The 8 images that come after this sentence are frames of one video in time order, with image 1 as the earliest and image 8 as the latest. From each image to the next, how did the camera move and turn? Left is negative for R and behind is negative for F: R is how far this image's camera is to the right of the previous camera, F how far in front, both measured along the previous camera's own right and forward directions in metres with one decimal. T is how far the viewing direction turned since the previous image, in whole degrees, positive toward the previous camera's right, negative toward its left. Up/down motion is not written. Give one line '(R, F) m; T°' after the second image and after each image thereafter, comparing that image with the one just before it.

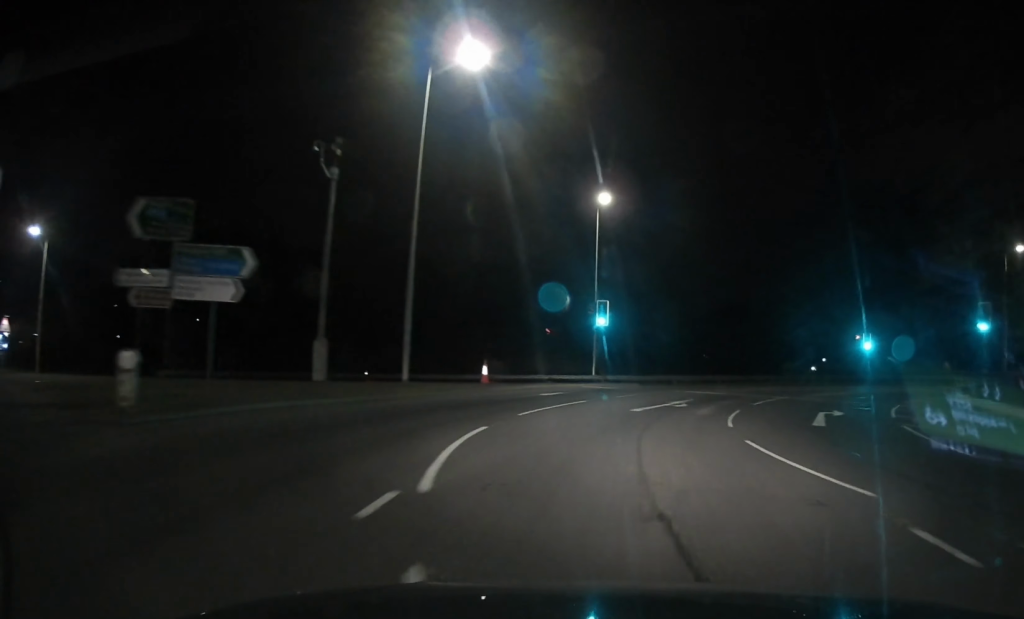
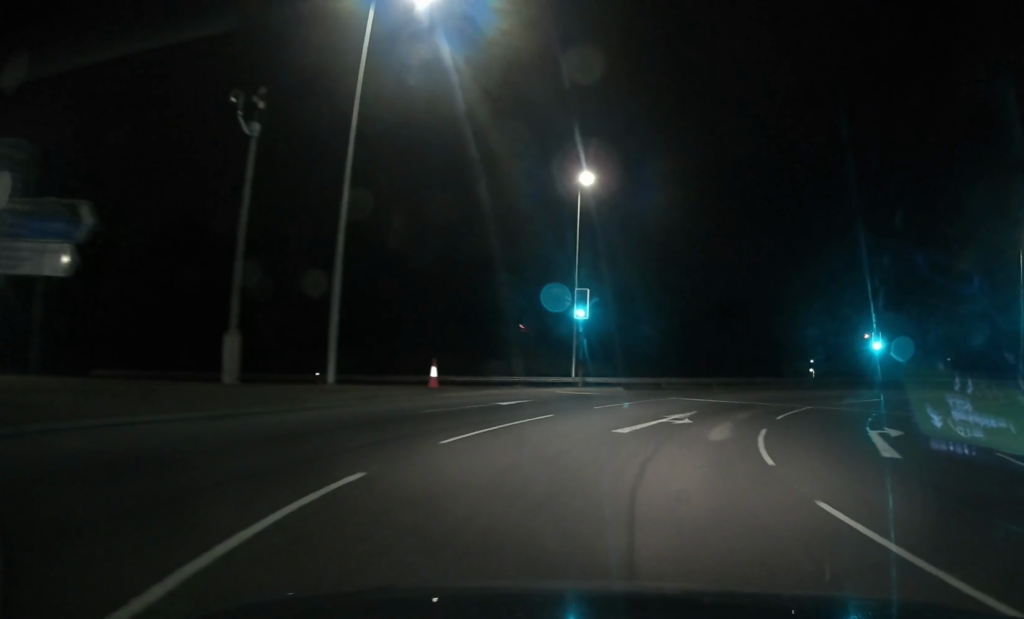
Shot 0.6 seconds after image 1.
(0.0, +5.6) m; +2°
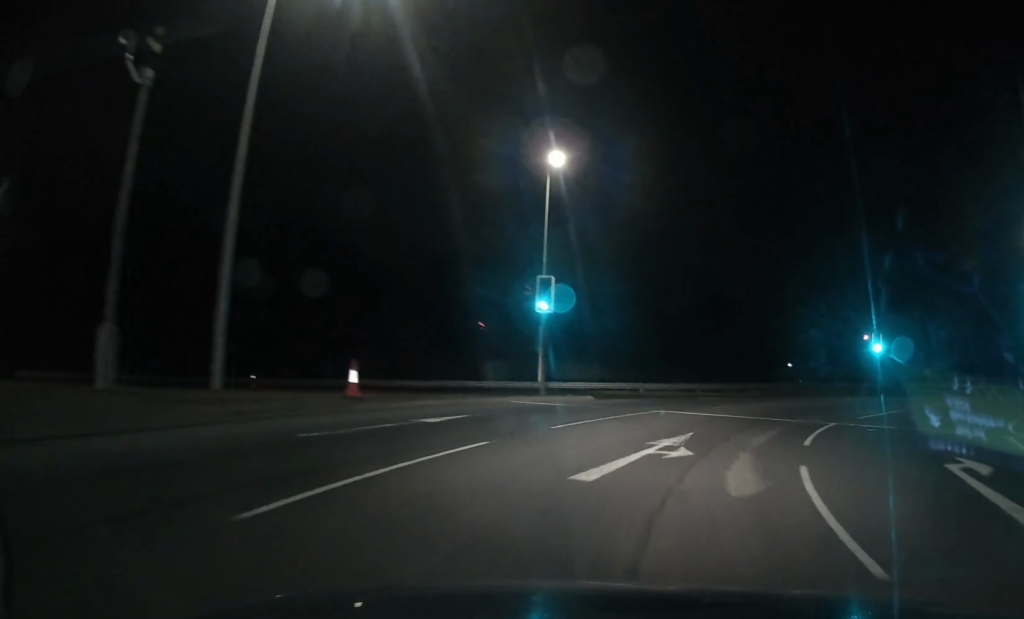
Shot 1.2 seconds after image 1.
(0.0, +5.3) m; +3°
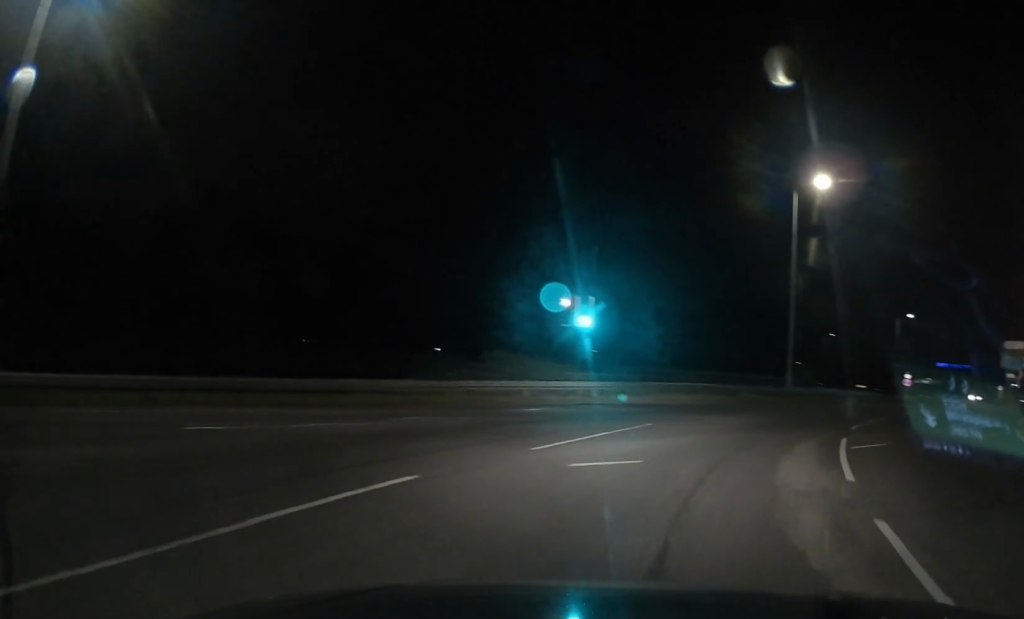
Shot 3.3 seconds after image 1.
(+4.0, +19.5) m; +26°
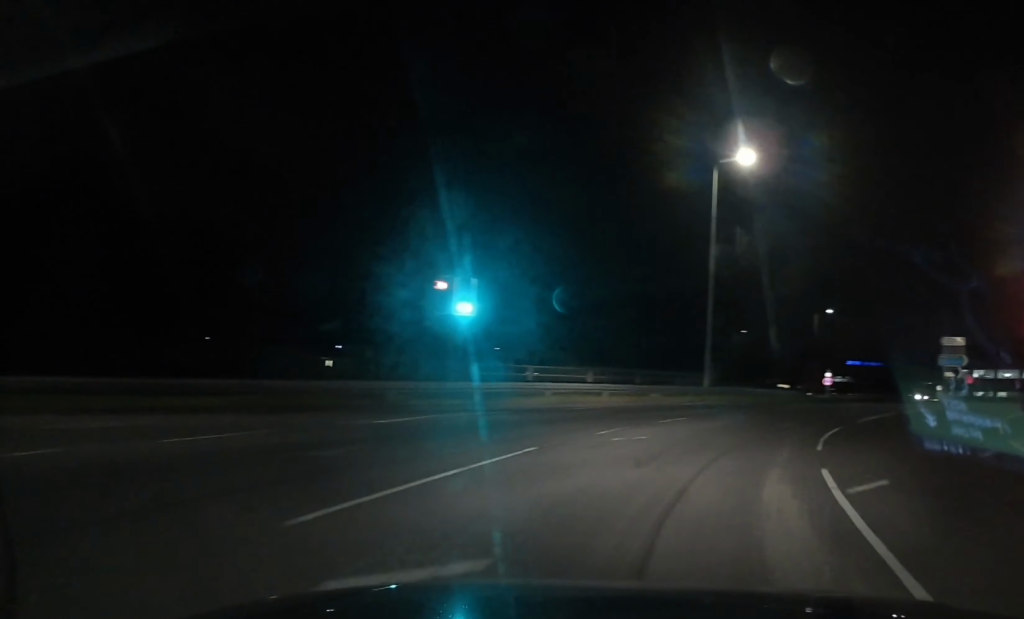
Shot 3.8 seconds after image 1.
(+0.5, +5.3) m; +6°
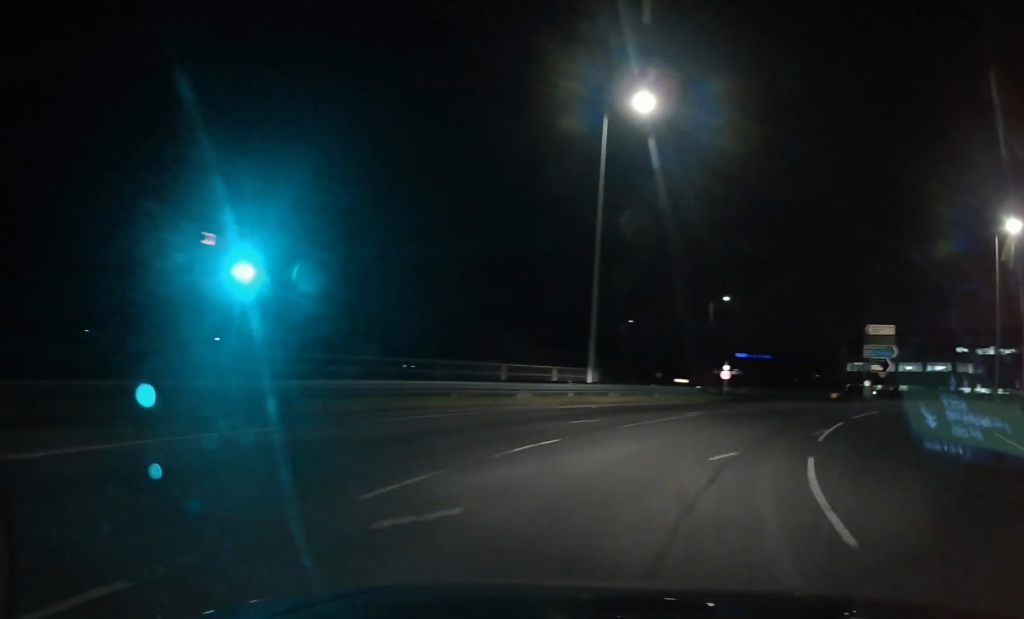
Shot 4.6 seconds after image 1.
(+0.5, +7.4) m; +8°
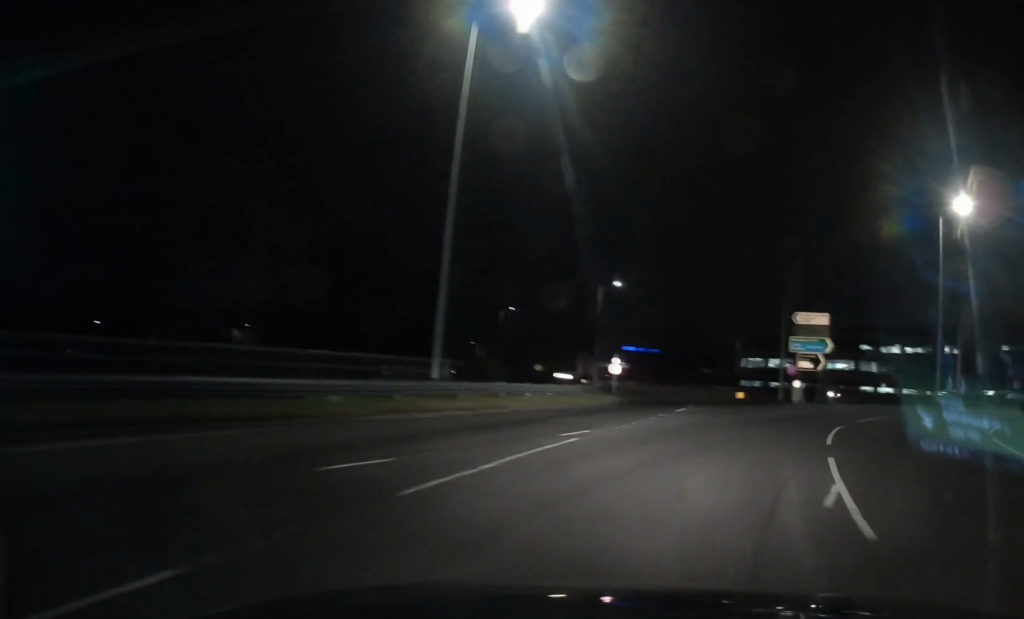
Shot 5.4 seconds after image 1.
(+0.4, +8.3) m; +9°
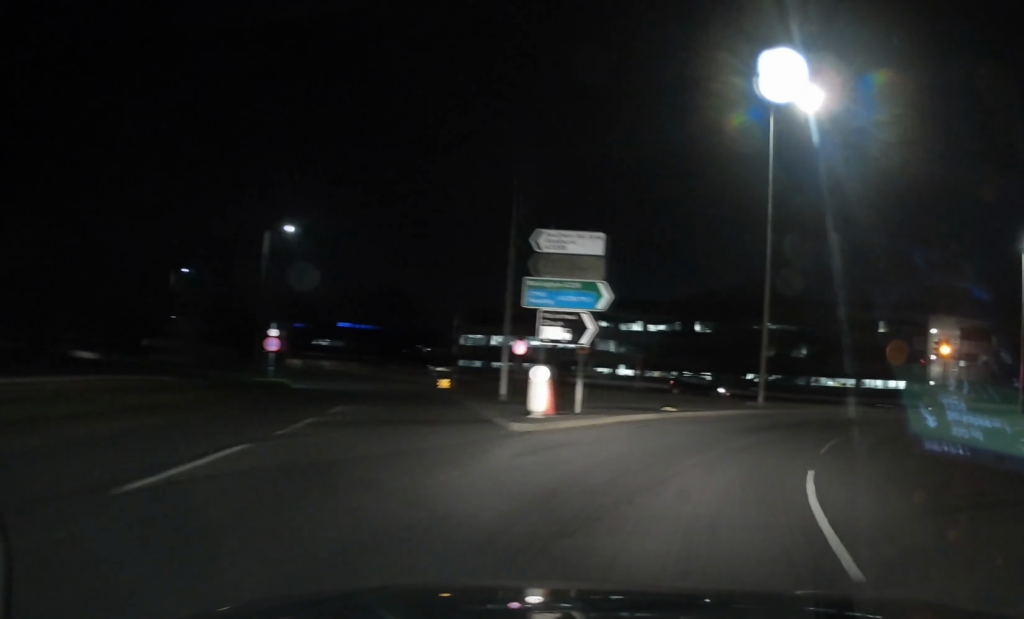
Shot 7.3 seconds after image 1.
(+4.2, +17.7) m; +26°
